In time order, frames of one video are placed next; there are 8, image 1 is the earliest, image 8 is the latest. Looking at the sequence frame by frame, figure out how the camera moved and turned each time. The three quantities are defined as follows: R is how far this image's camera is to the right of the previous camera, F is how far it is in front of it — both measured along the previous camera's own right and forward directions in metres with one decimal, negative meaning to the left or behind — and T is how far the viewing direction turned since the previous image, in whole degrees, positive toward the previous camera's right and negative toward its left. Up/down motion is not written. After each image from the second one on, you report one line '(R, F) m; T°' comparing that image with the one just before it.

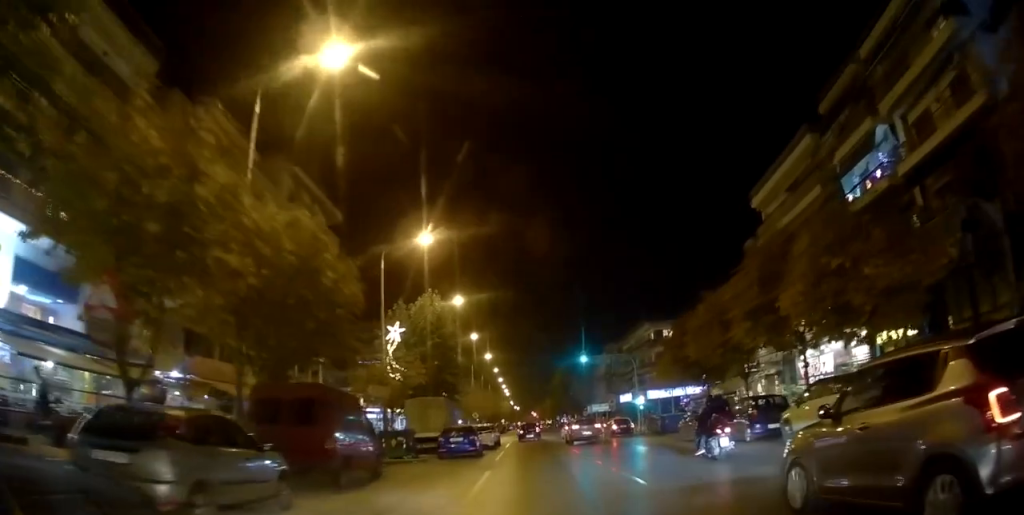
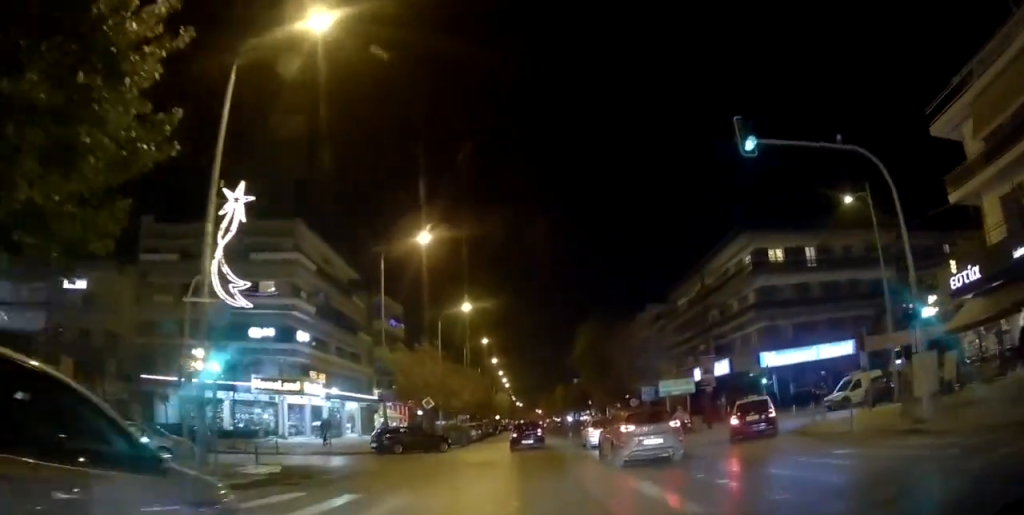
(+1.1, +37.0) m; +1°
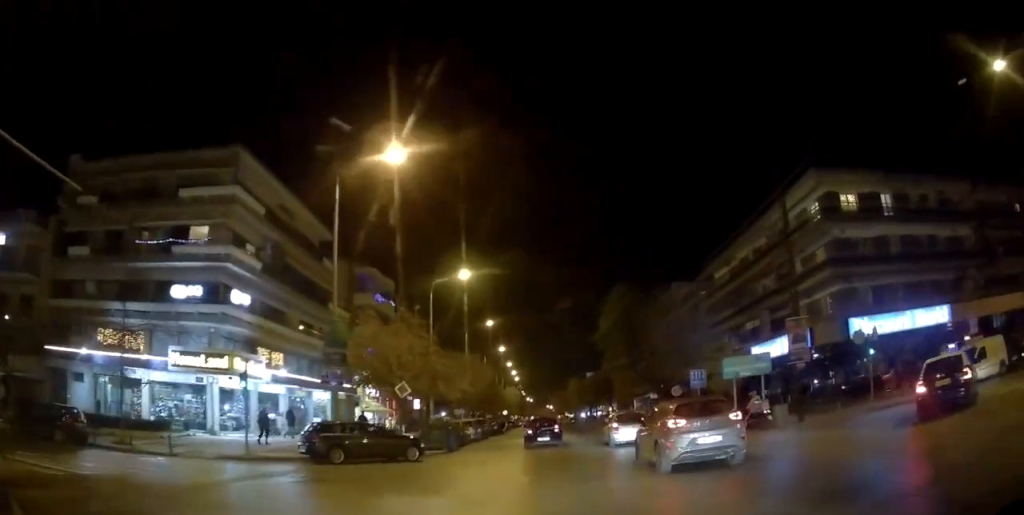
(-0.3, +11.1) m; -2°
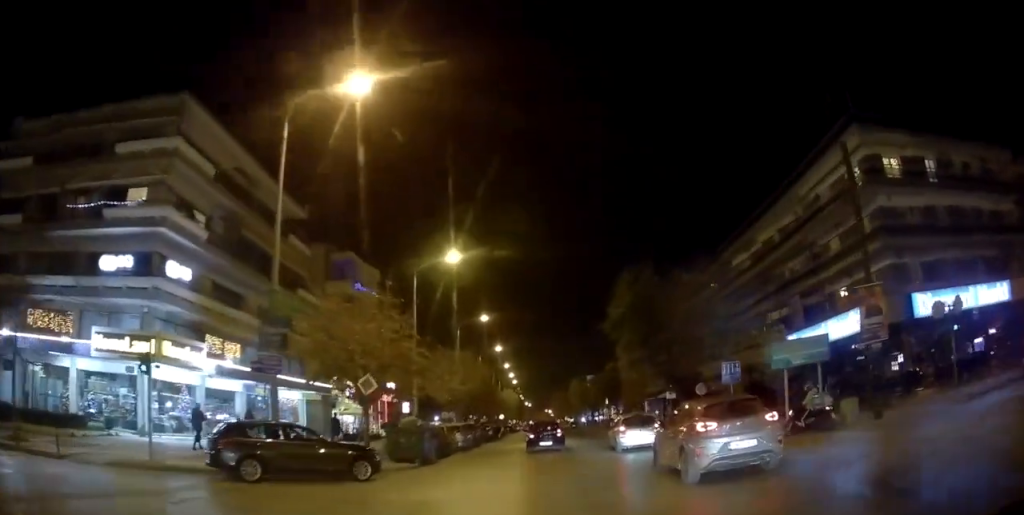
(-0.2, +6.0) m; -1°
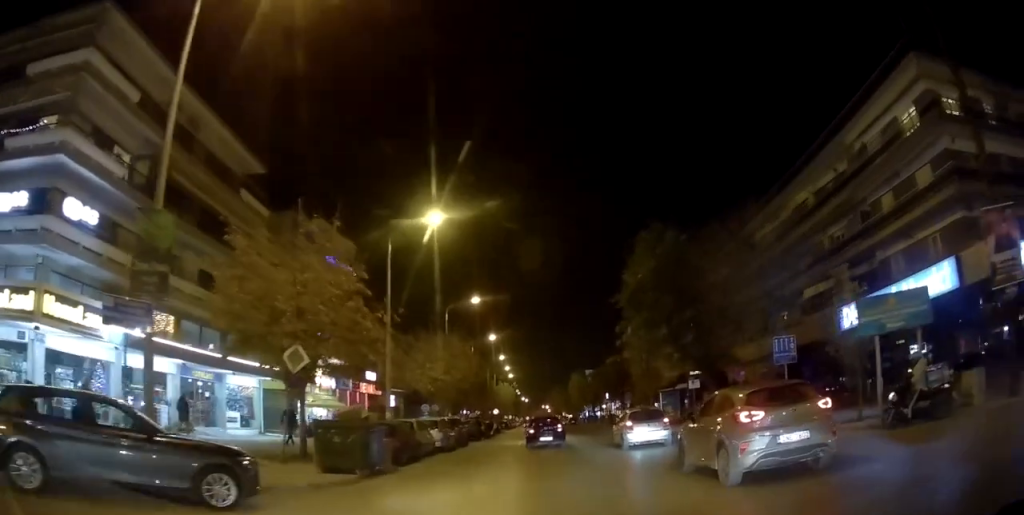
(+0.2, +6.7) m; +1°
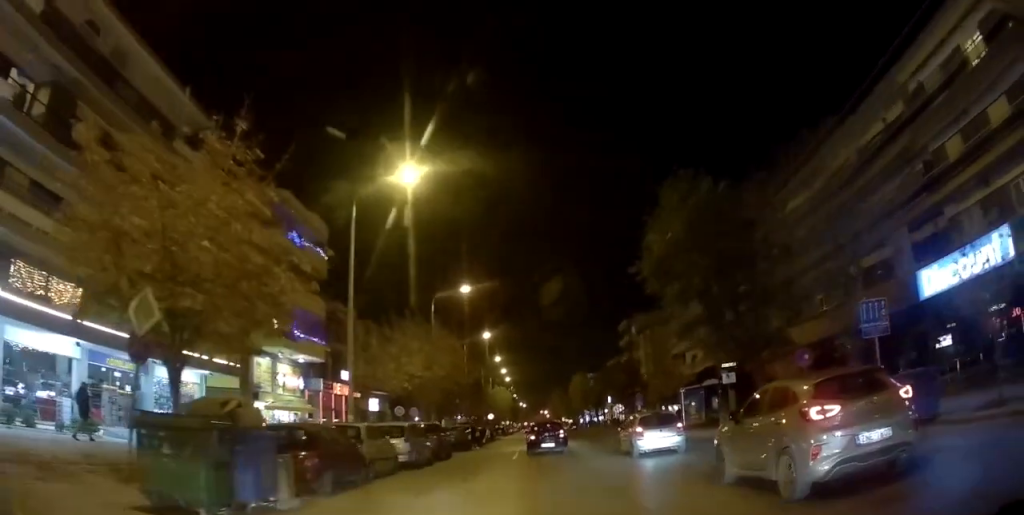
(+0.1, +6.4) m; +1°
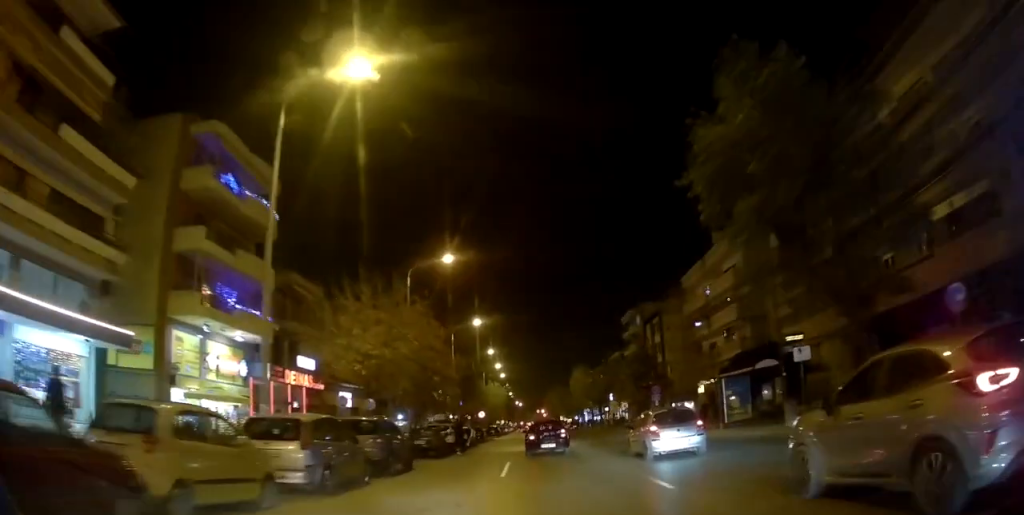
(0.0, +8.2) m; +1°
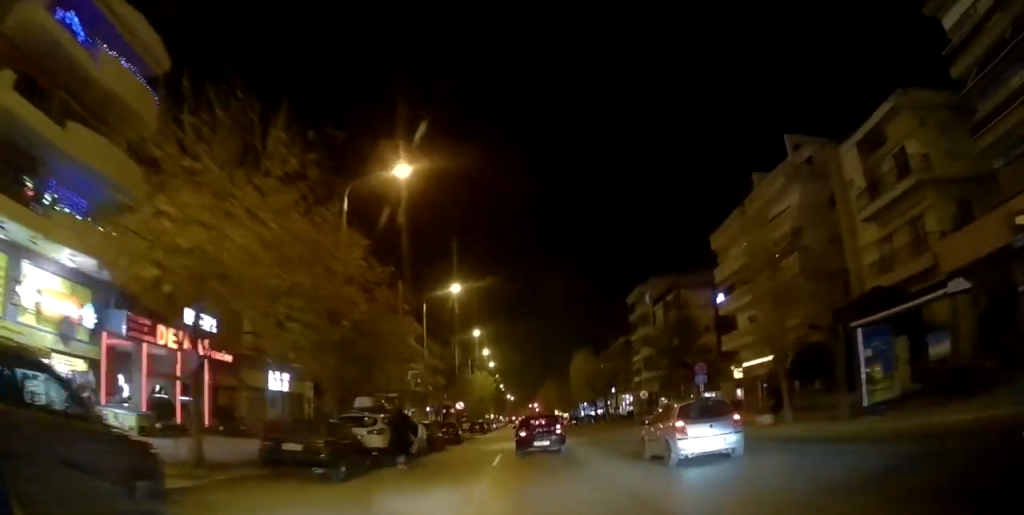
(+0.2, +12.7) m; 0°
